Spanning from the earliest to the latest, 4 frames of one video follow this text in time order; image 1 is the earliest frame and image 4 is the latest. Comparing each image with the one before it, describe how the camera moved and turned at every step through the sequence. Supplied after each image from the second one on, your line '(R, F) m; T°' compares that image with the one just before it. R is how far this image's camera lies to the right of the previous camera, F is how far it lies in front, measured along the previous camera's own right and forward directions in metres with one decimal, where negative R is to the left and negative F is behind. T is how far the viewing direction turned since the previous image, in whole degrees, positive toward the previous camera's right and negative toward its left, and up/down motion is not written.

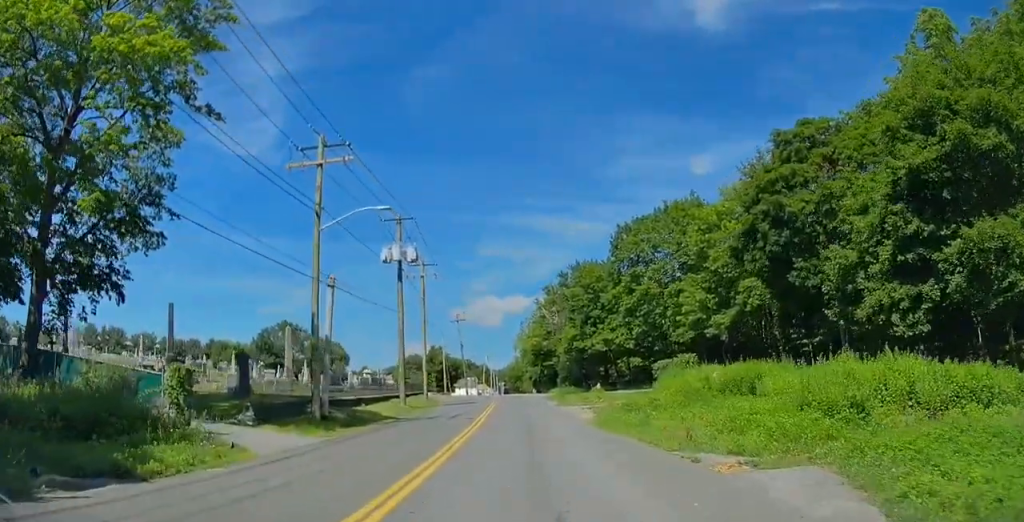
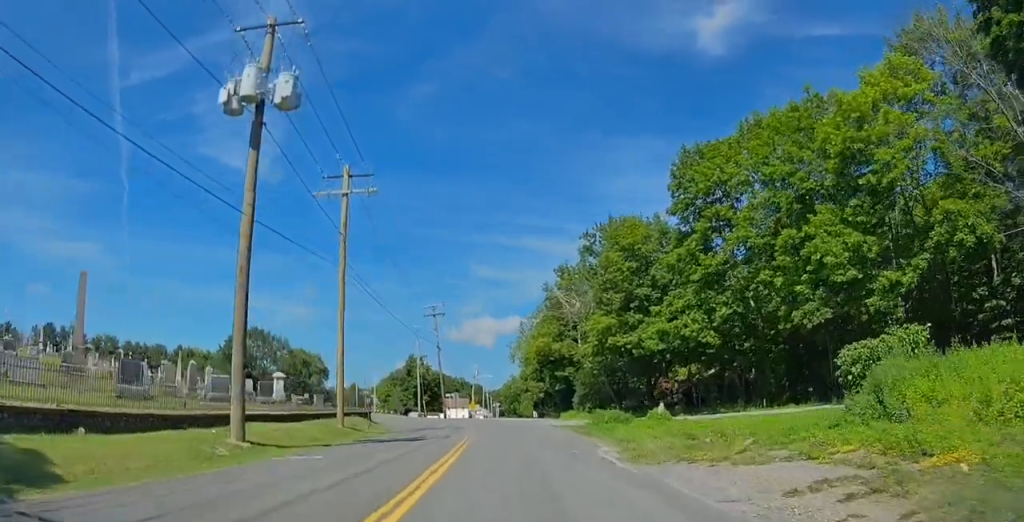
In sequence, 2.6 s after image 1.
(0.0, +27.2) m; -3°
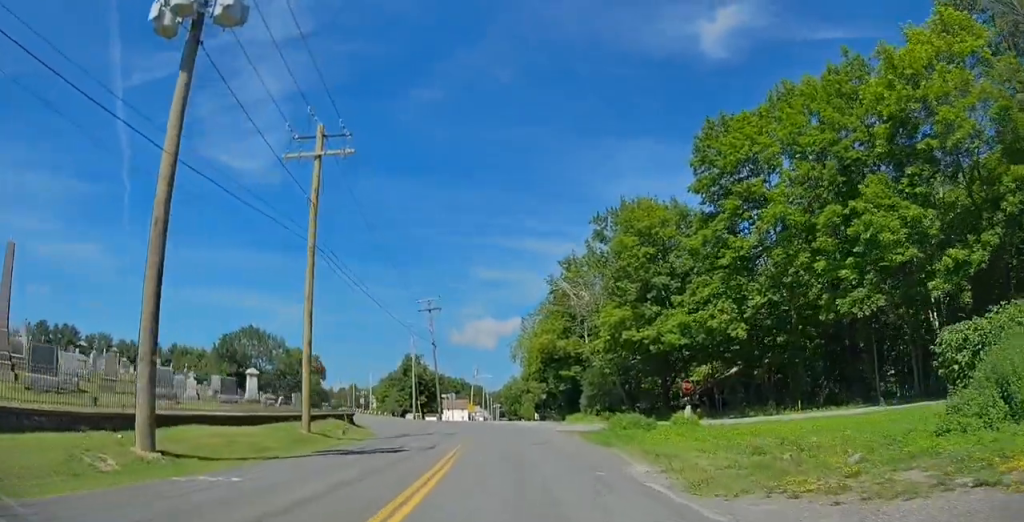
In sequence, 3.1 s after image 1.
(-0.3, +5.3) m; 0°
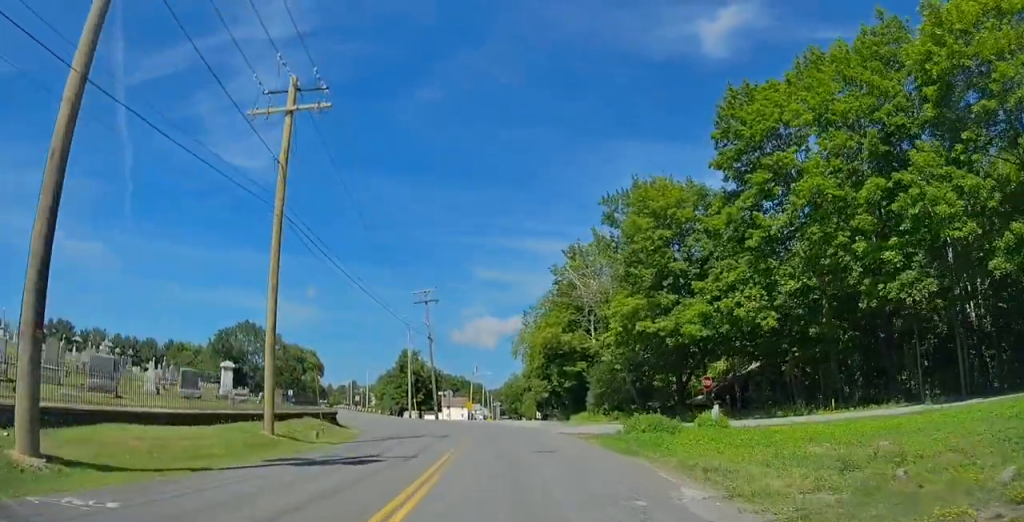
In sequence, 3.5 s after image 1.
(0.0, +4.2) m; 0°
